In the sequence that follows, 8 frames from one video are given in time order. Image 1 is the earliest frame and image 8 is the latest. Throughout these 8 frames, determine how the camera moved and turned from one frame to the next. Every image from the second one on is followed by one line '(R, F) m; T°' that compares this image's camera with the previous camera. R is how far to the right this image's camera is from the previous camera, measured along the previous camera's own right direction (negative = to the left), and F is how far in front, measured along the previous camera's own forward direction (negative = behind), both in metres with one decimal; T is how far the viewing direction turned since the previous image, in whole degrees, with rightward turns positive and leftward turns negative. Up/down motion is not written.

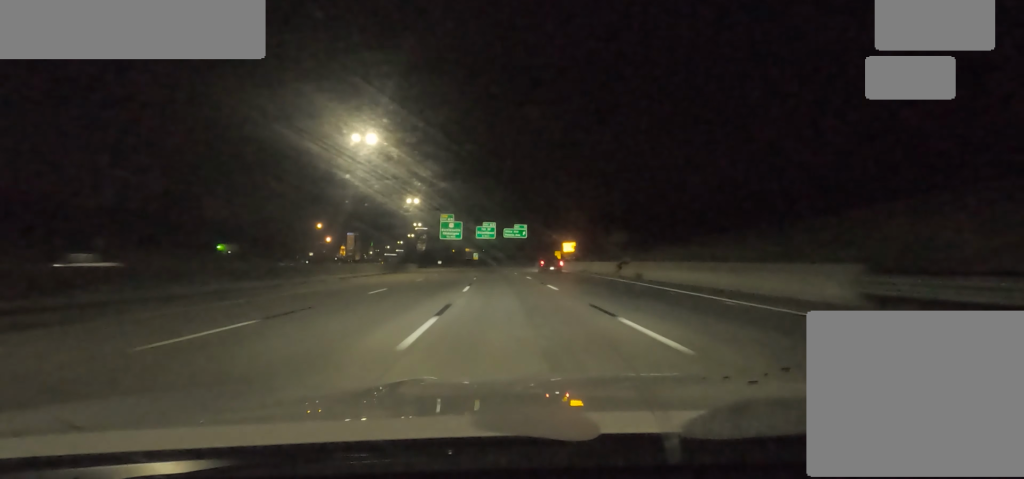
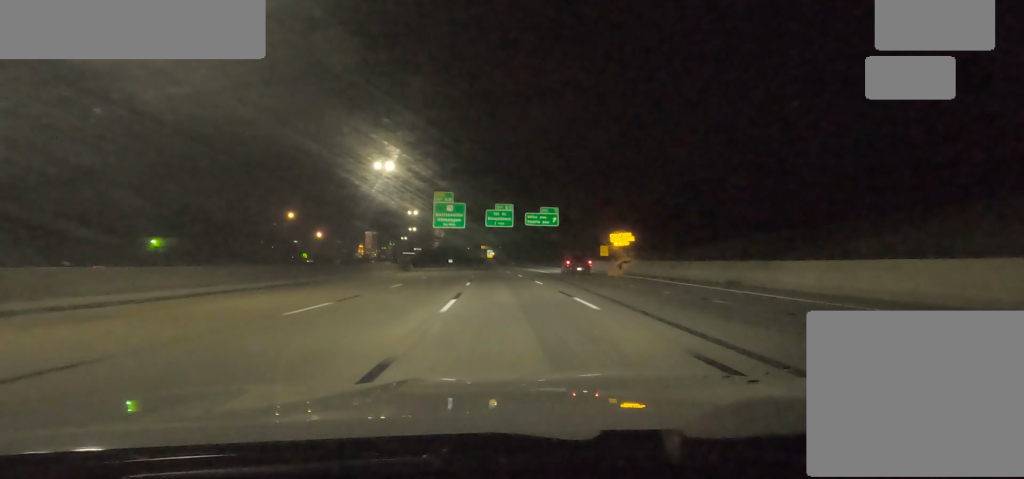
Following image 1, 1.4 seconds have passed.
(0.0, +34.3) m; 0°
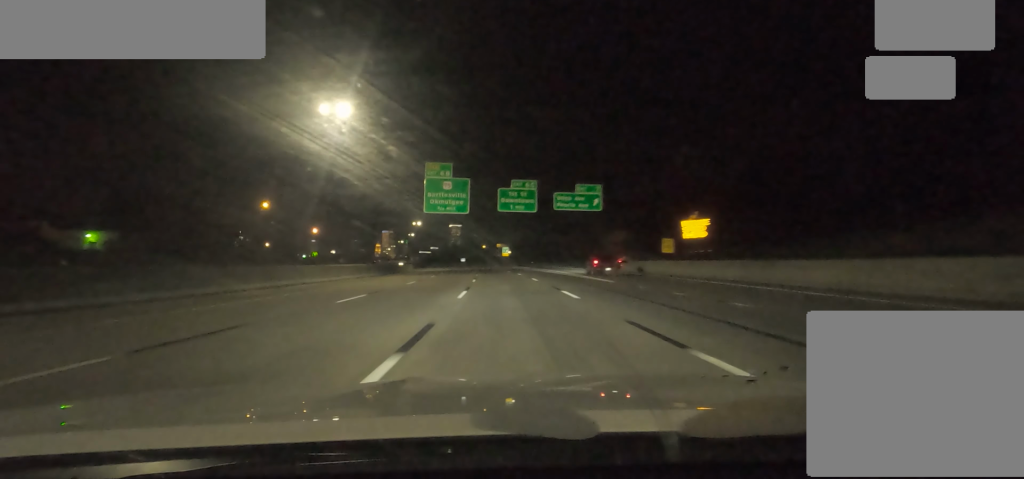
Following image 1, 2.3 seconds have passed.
(-0.1, +22.9) m; -2°
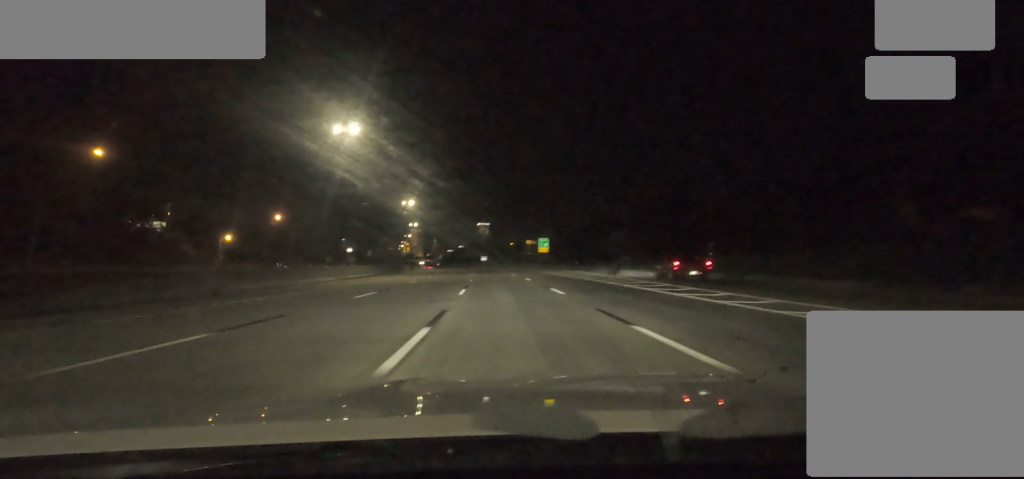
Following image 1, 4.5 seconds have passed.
(-1.2, +52.4) m; -2°
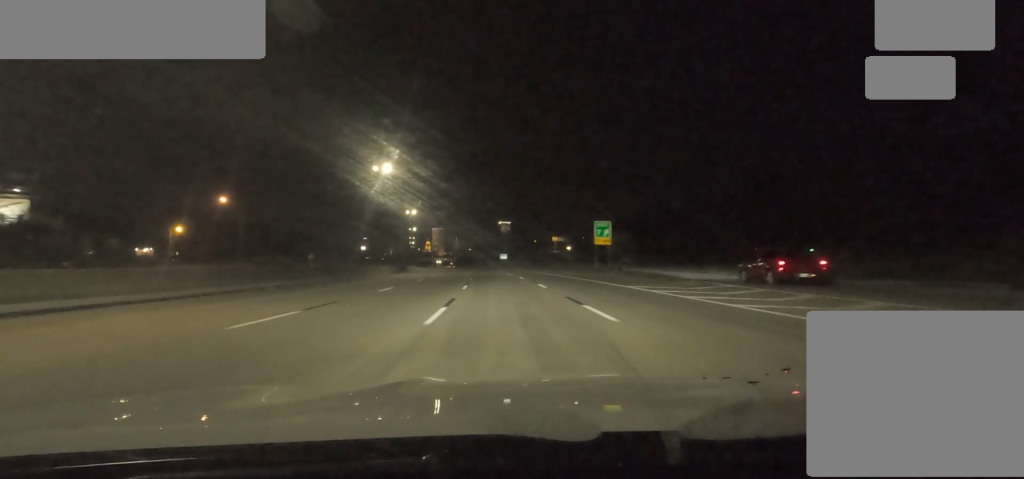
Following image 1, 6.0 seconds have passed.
(-1.3, +35.6) m; -4°
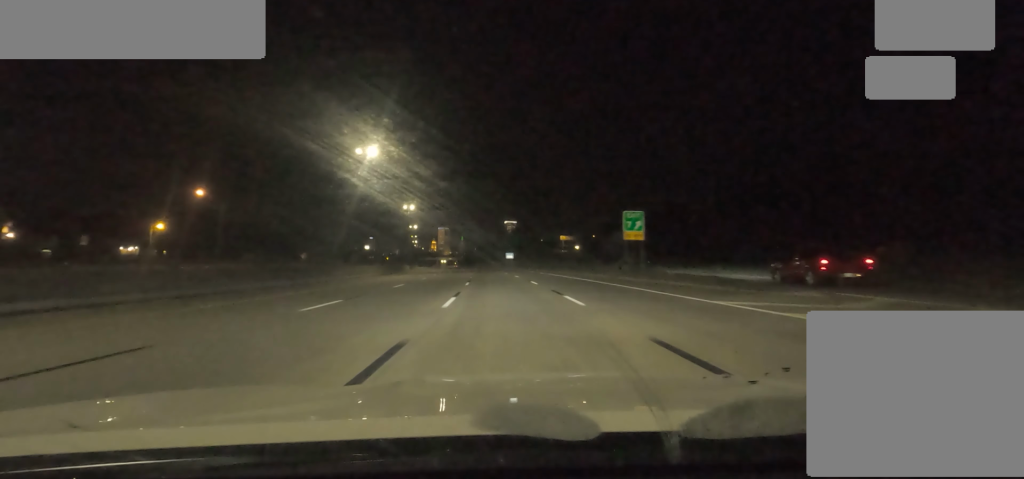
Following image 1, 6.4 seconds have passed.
(0.0, +10.0) m; 0°
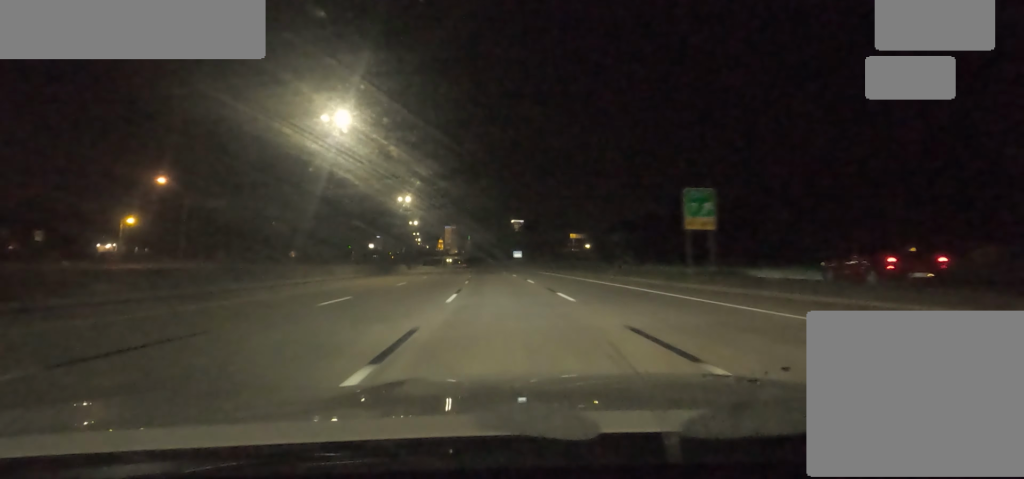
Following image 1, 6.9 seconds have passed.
(0.0, +12.0) m; 0°
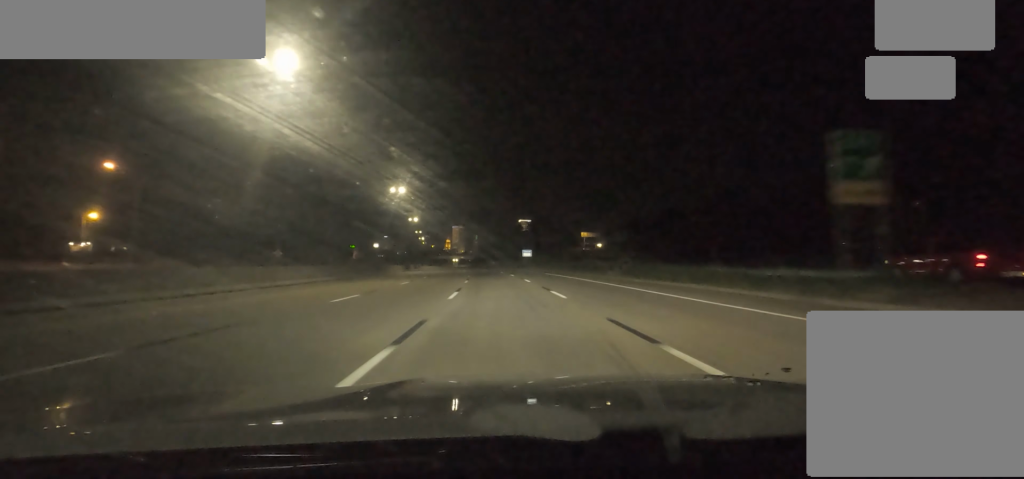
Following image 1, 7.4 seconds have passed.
(0.0, +11.7) m; -1°
